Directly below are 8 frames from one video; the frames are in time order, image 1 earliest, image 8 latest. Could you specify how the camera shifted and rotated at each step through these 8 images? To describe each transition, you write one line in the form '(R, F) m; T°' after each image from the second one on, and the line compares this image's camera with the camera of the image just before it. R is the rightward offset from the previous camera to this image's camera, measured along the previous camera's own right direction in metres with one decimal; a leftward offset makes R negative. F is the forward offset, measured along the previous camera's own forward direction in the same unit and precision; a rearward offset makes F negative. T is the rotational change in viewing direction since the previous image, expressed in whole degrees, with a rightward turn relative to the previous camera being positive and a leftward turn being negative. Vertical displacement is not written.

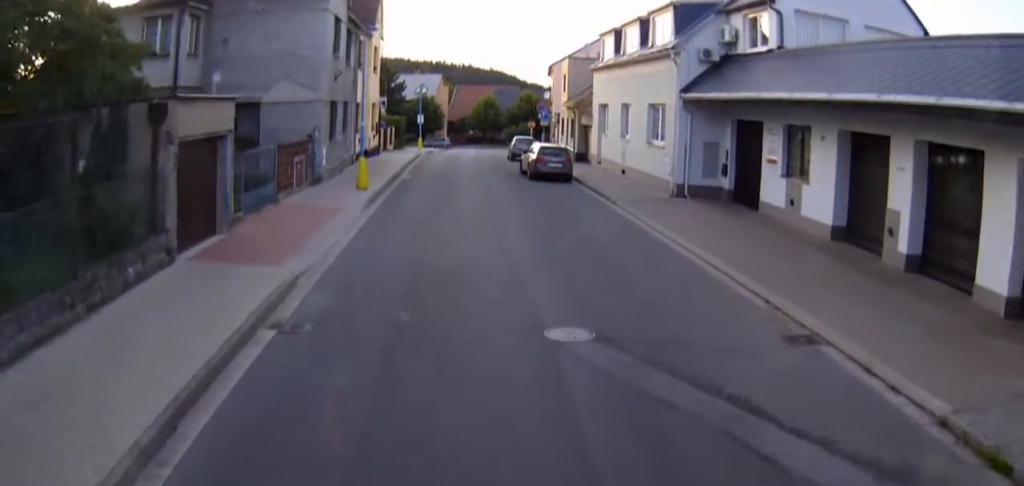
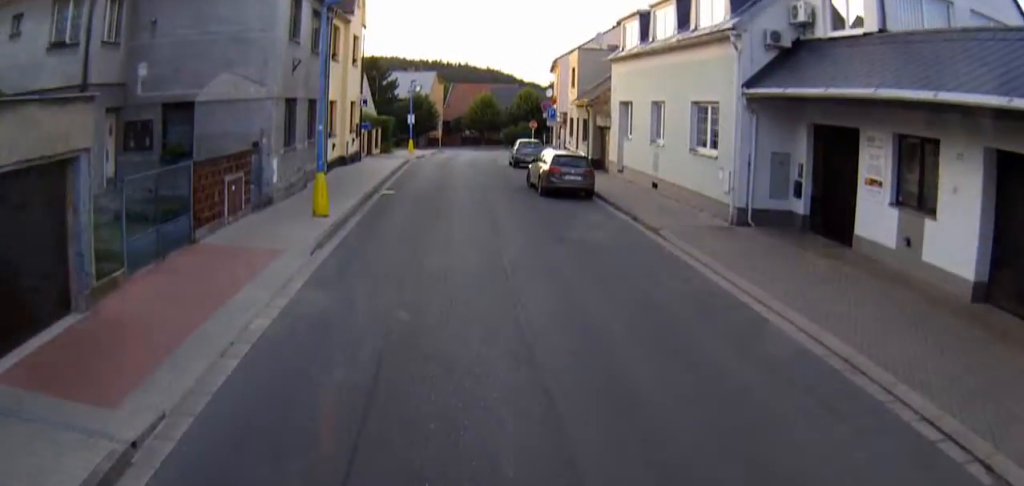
(-0.5, +6.0) m; -2°
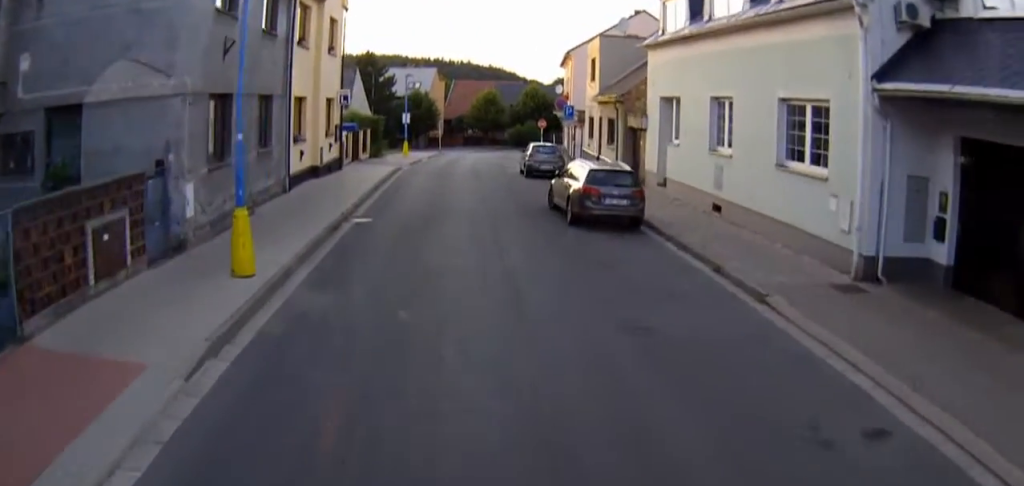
(0.0, +6.4) m; +3°
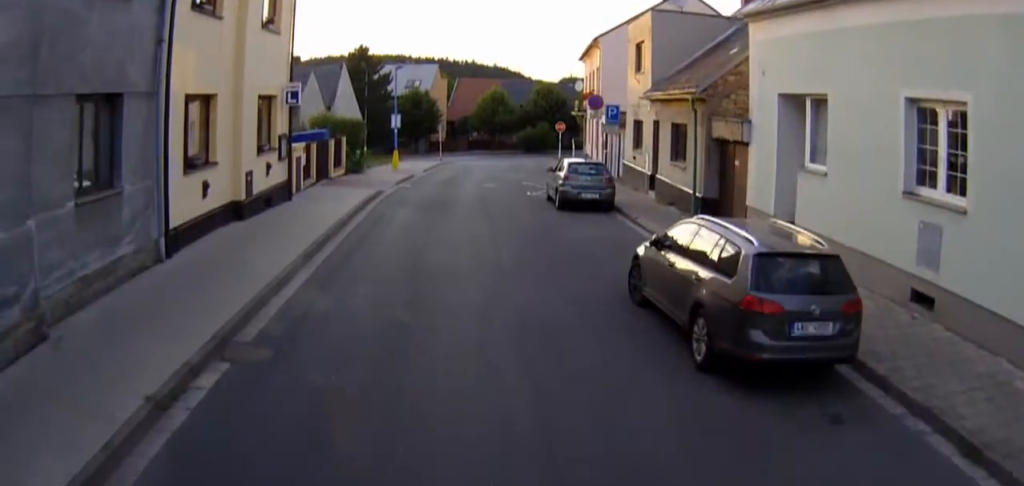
(+0.5, +9.4) m; +6°
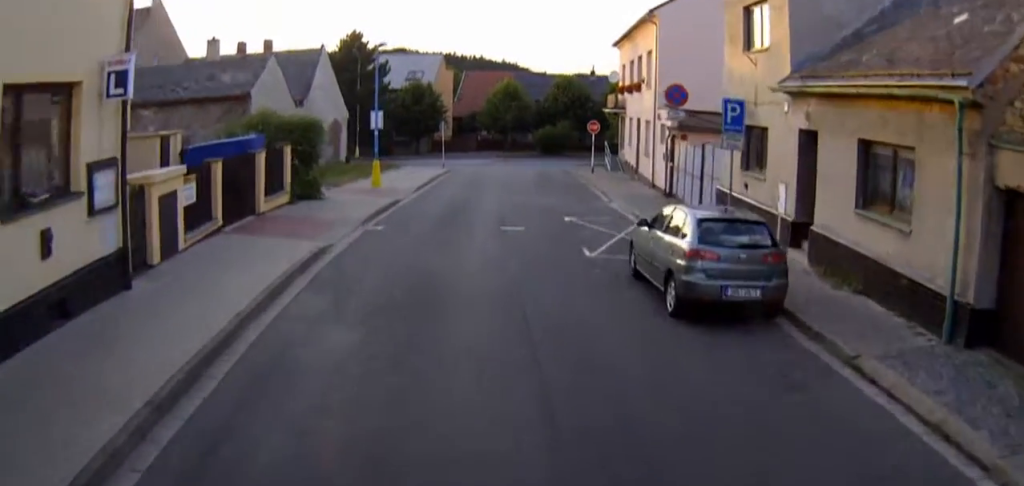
(+0.7, +11.0) m; +5°
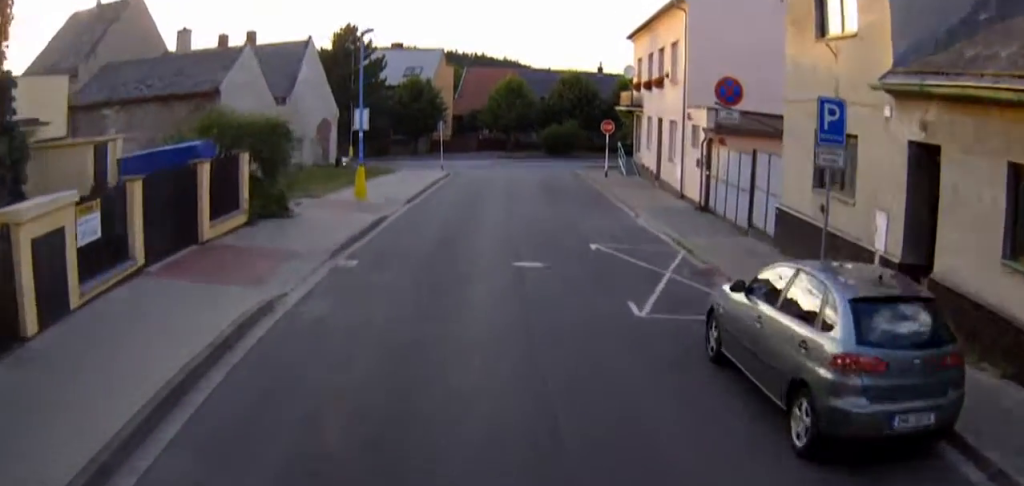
(+0.1, +4.3) m; +2°
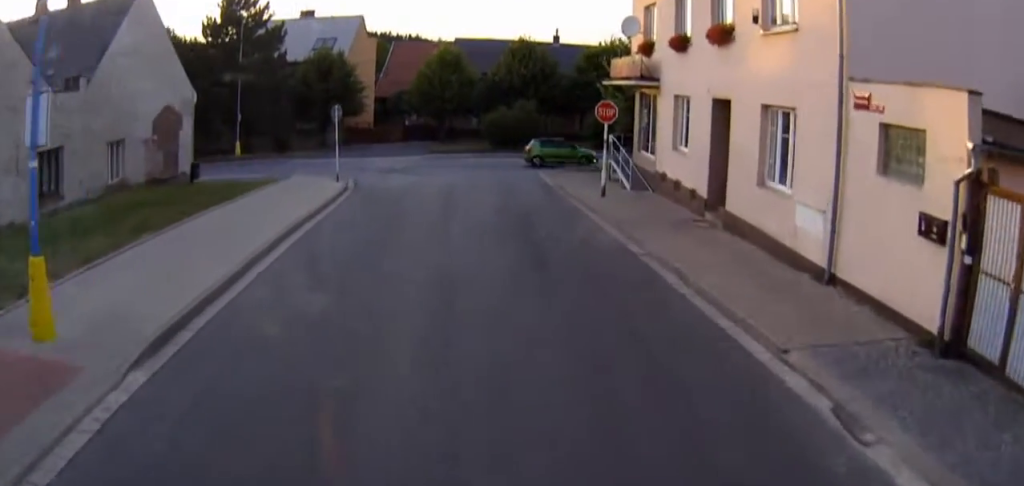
(+1.6, +17.2) m; +11°
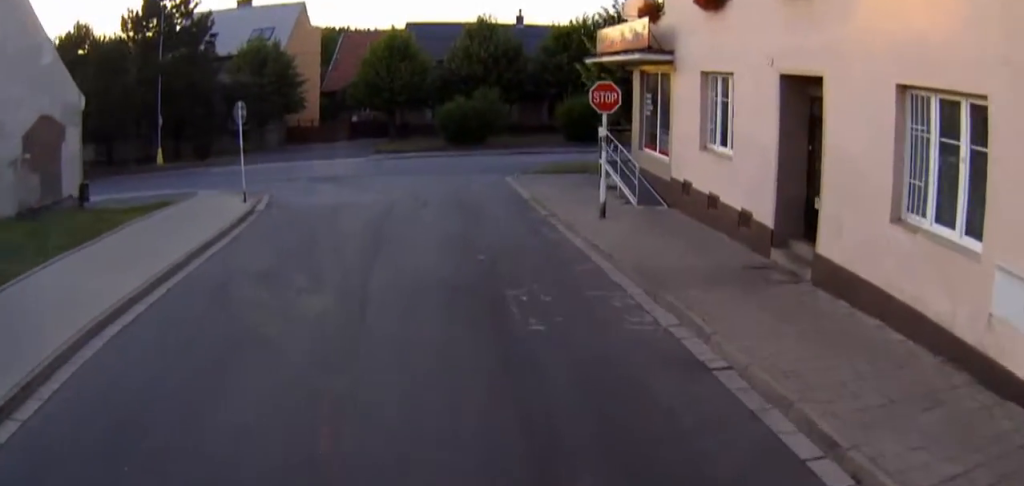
(+0.3, +8.1) m; +2°
